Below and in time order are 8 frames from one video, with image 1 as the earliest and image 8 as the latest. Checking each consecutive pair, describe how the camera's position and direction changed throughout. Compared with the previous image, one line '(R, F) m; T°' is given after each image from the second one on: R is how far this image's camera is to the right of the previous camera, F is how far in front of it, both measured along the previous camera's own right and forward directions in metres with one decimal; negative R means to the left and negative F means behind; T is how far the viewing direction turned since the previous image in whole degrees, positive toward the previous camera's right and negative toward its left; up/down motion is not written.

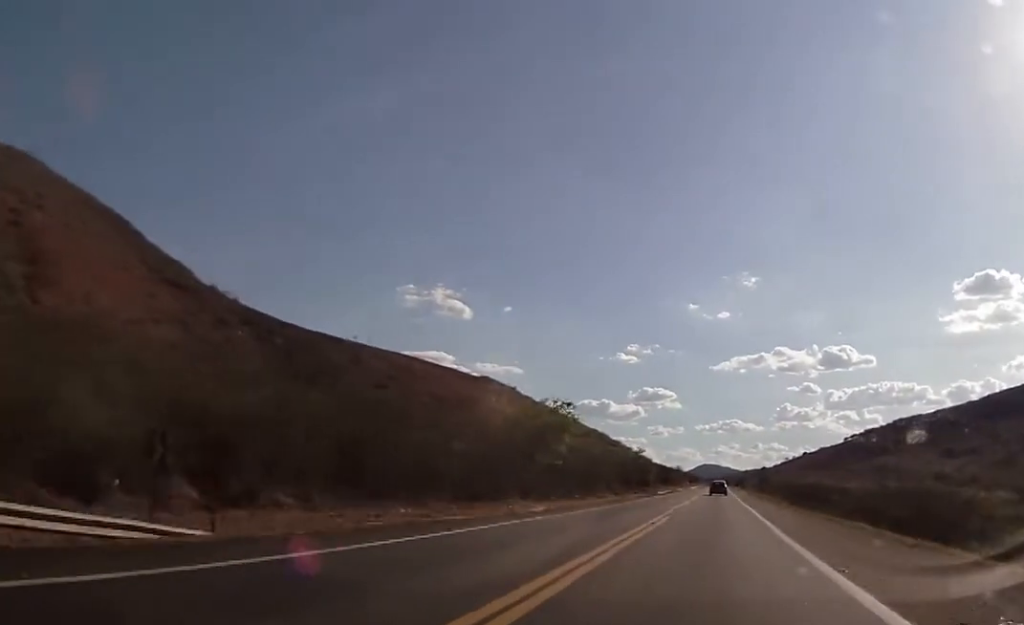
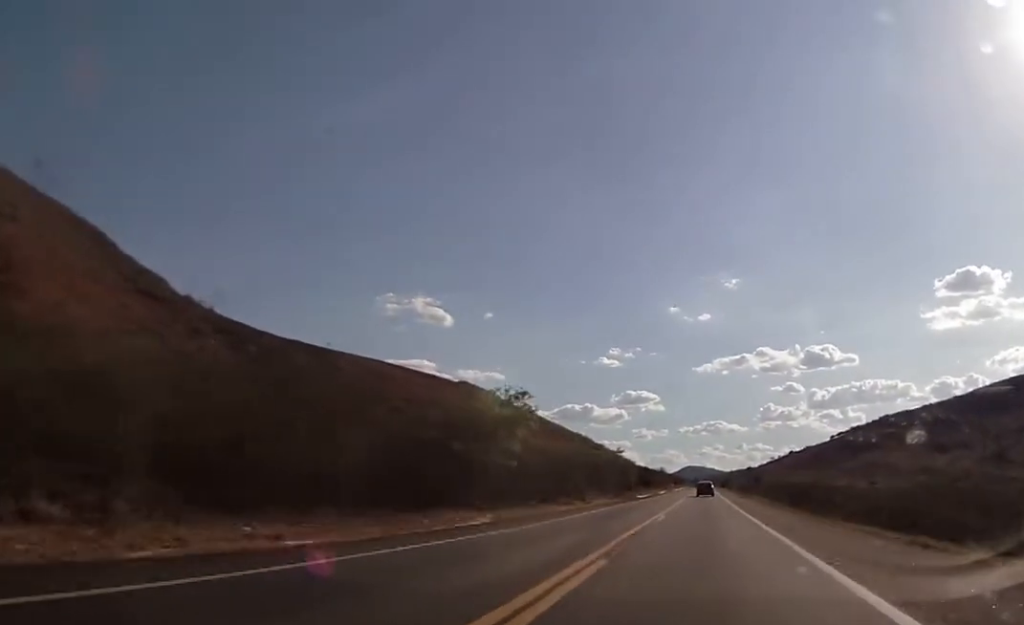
(+0.4, +13.1) m; +2°
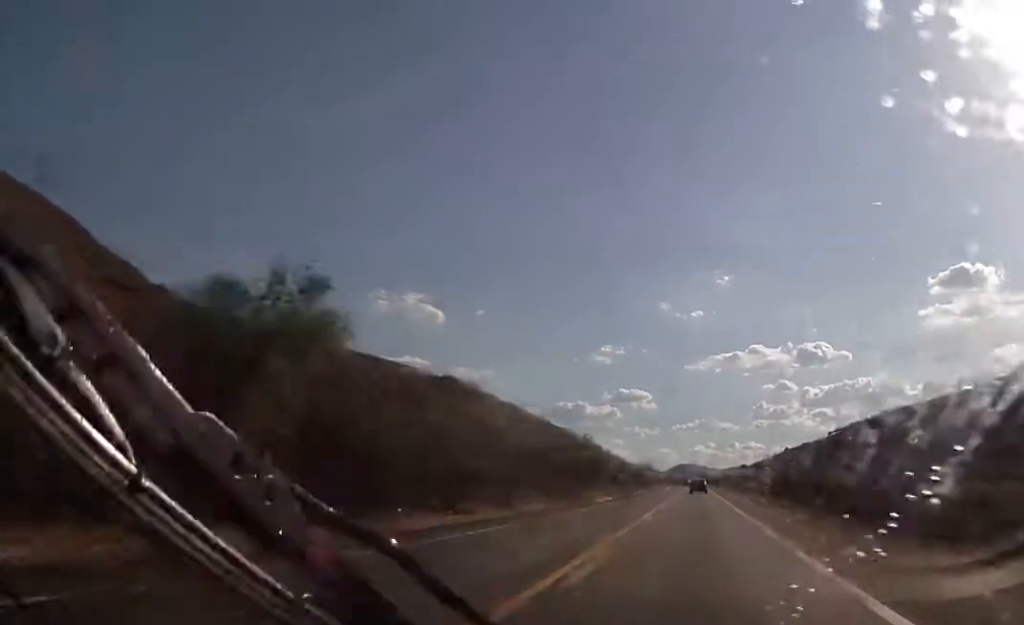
(+0.9, +35.6) m; +2°
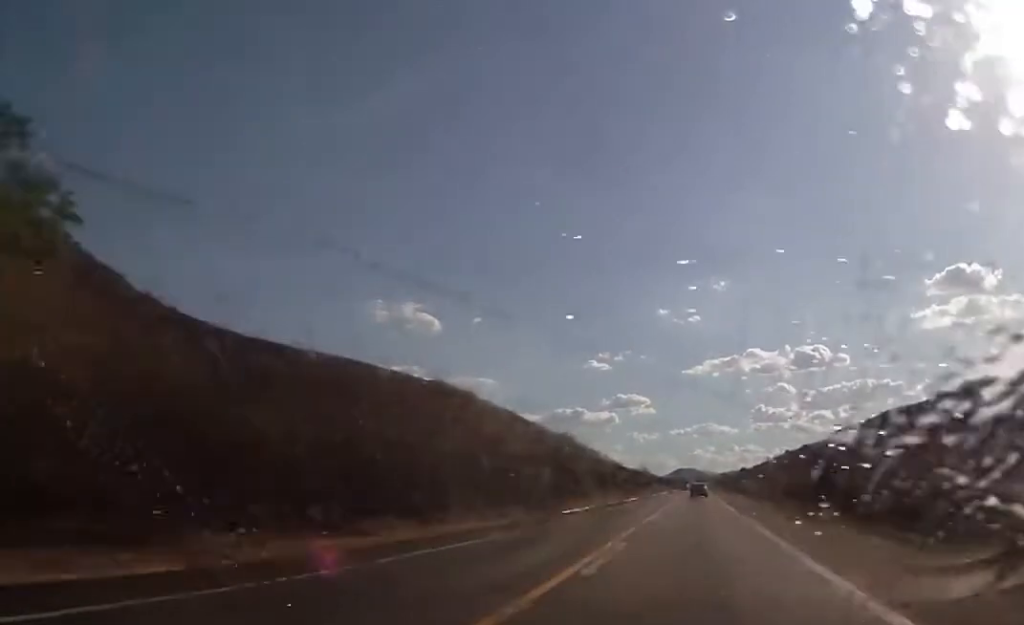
(0.0, +16.9) m; 0°
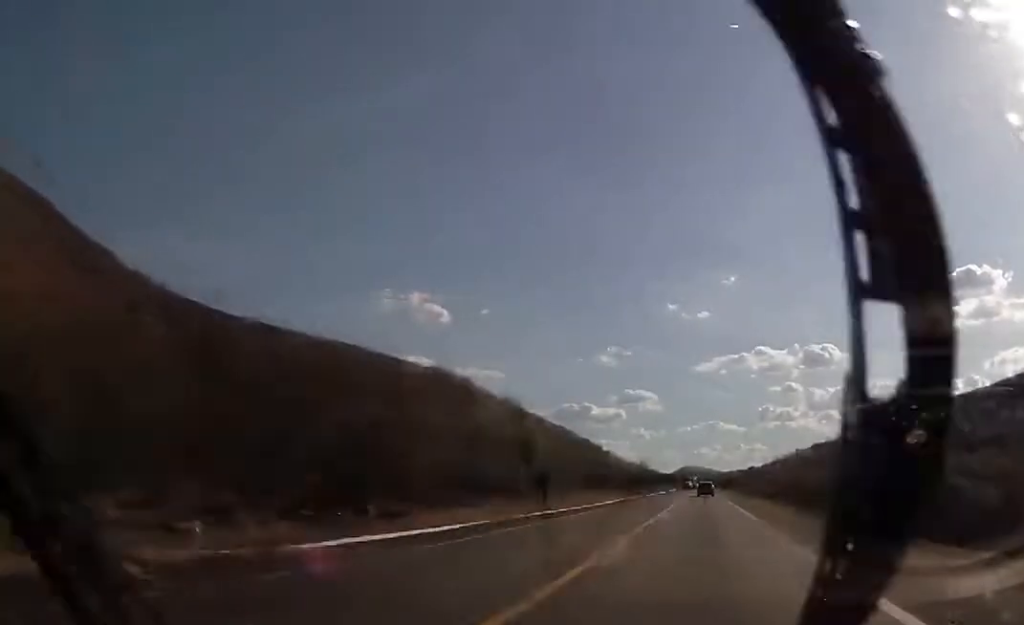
(0.0, +34.0) m; -1°
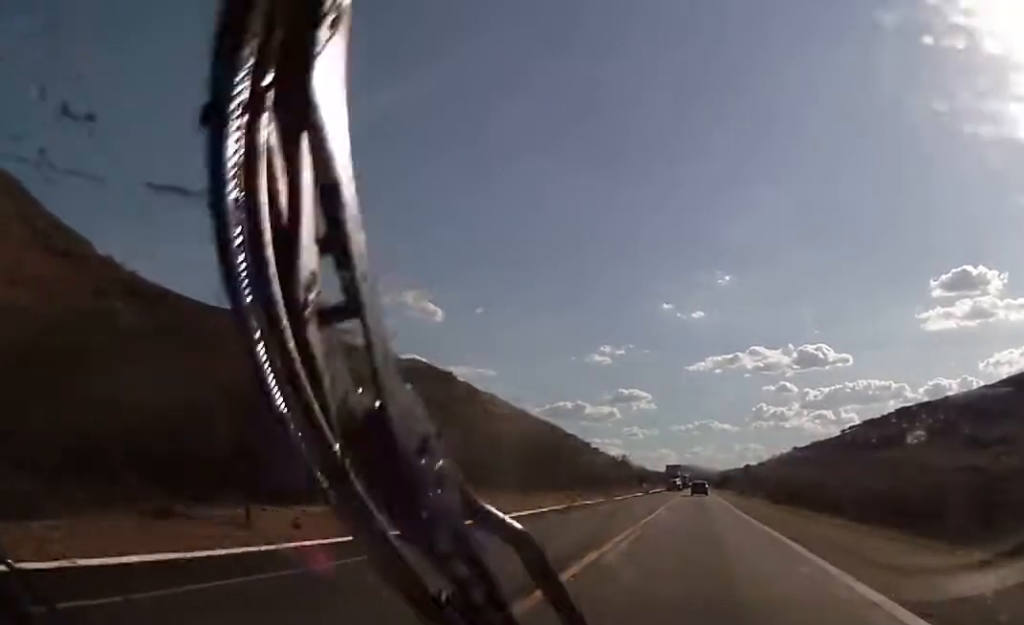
(-0.4, +33.2) m; 0°
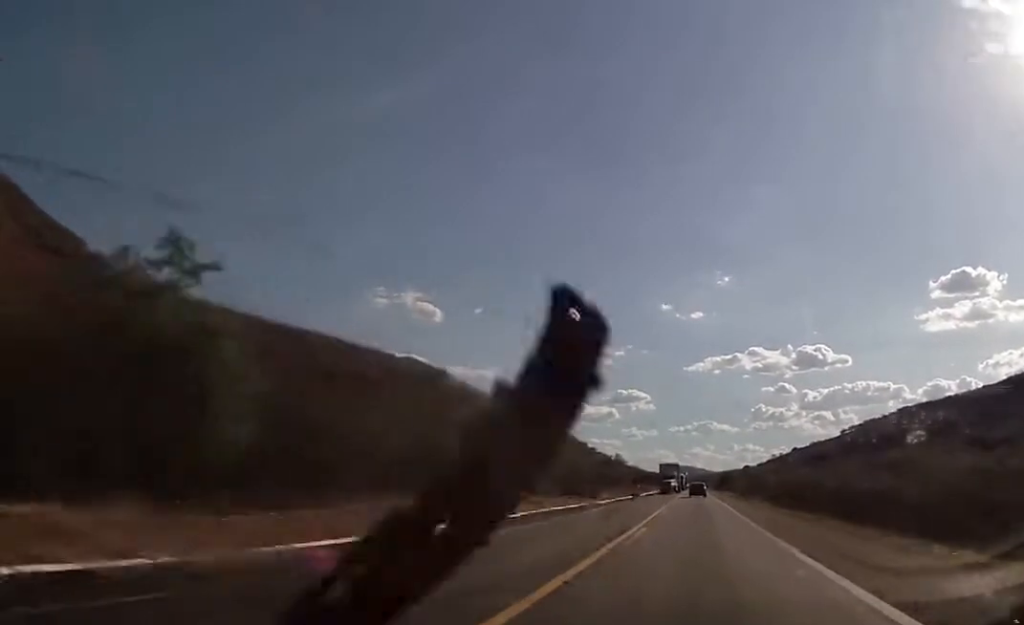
(+0.1, +11.4) m; +1°
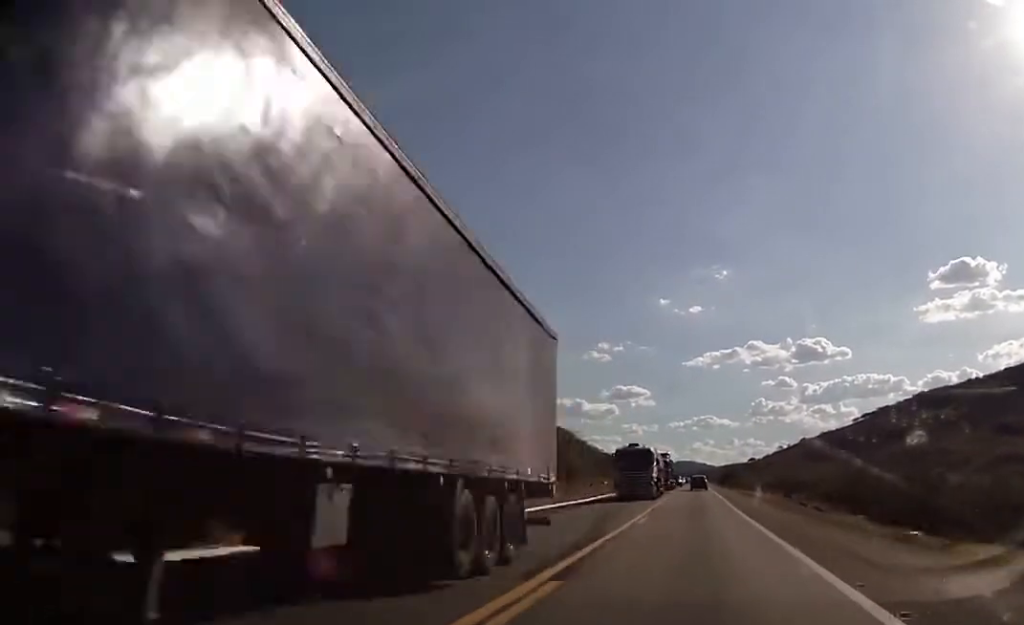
(+1.0, +63.5) m; 0°
